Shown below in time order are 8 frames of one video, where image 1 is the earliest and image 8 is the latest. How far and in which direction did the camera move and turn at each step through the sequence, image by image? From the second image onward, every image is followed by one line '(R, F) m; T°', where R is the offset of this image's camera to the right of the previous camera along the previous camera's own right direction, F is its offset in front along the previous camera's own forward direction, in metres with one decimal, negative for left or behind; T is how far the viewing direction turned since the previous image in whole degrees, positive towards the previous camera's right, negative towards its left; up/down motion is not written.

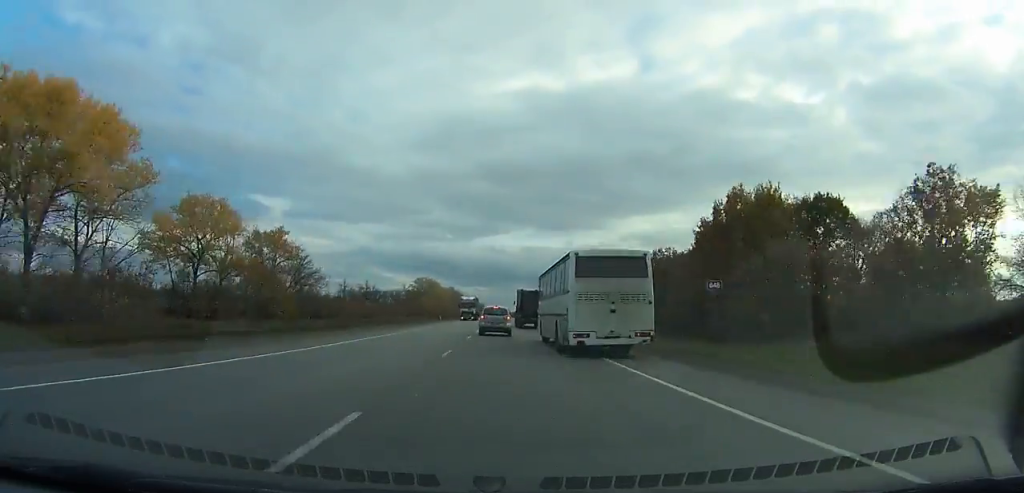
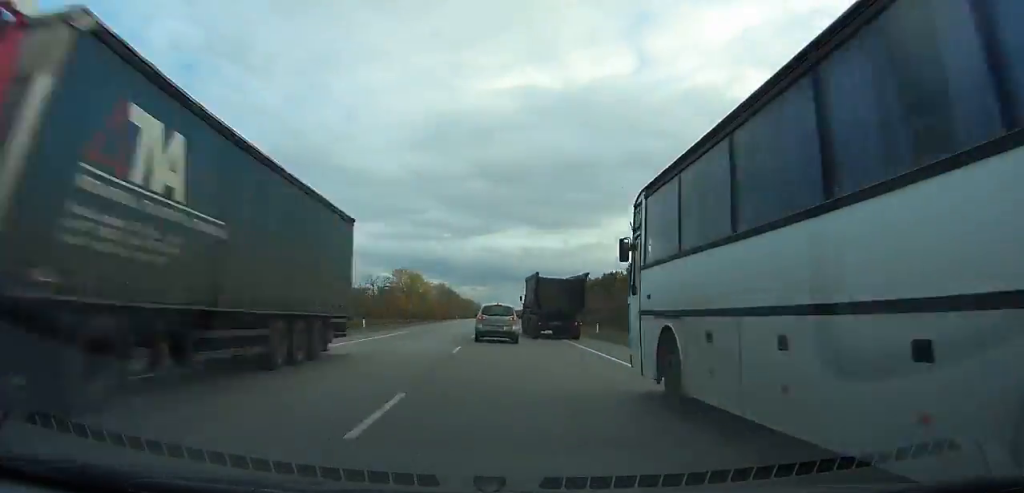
(0.0, +60.1) m; 0°
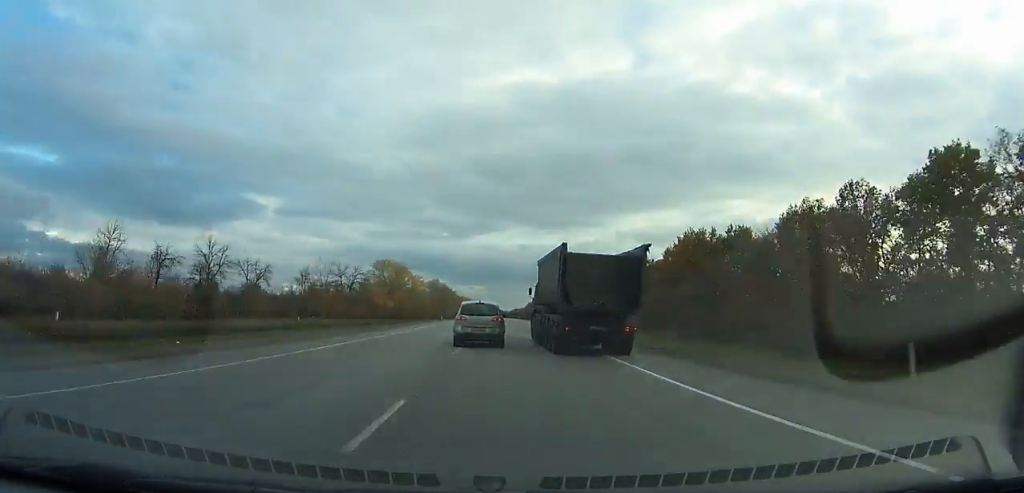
(0.0, +39.0) m; 0°
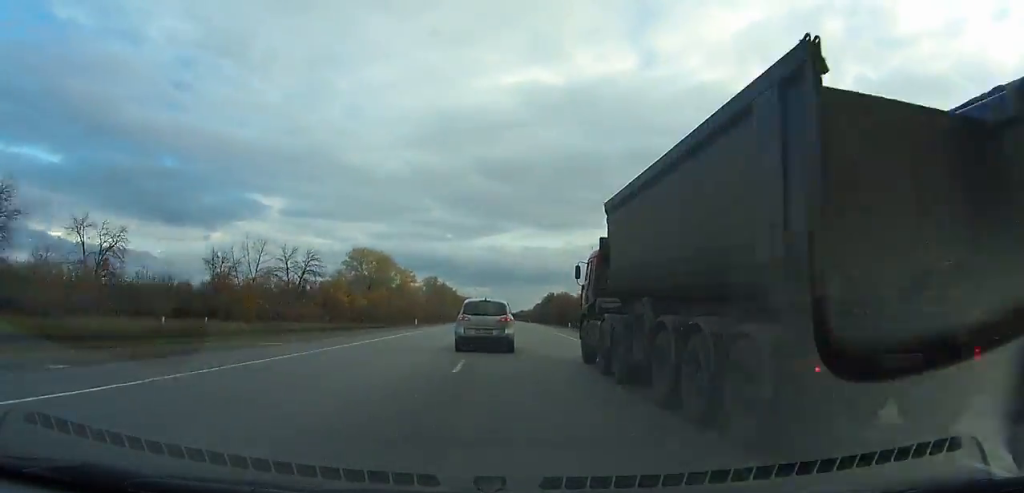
(0.0, +42.1) m; 0°
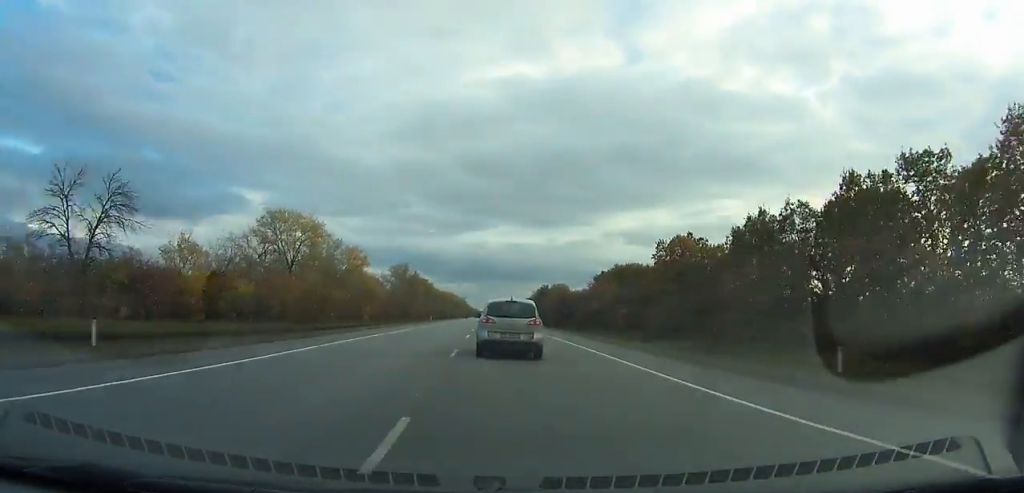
(+0.1, +57.1) m; 0°
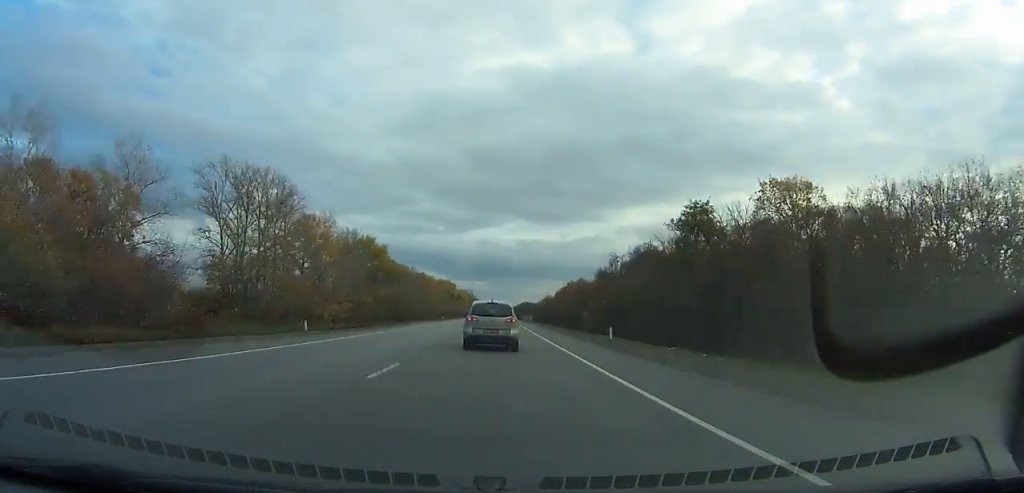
(-0.2, +186.8) m; 0°
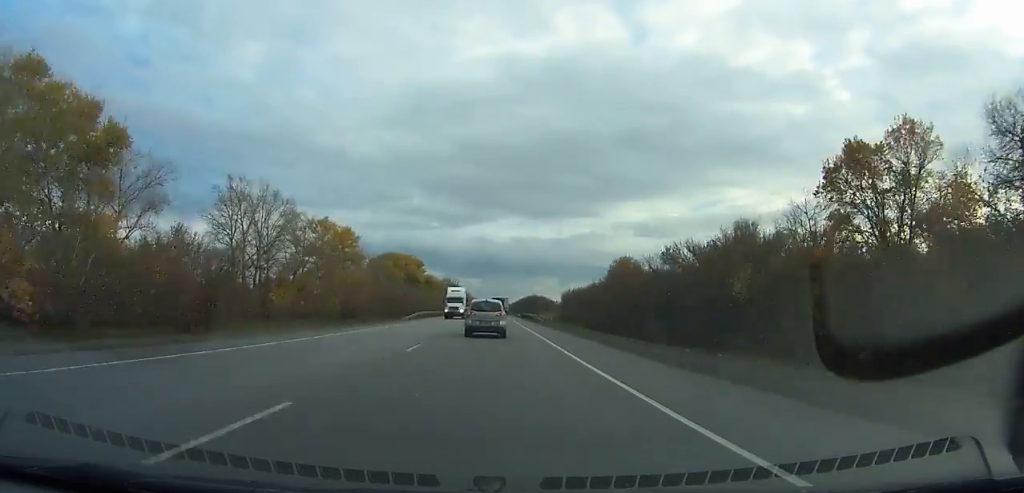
(+0.4, +174.9) m; +1°
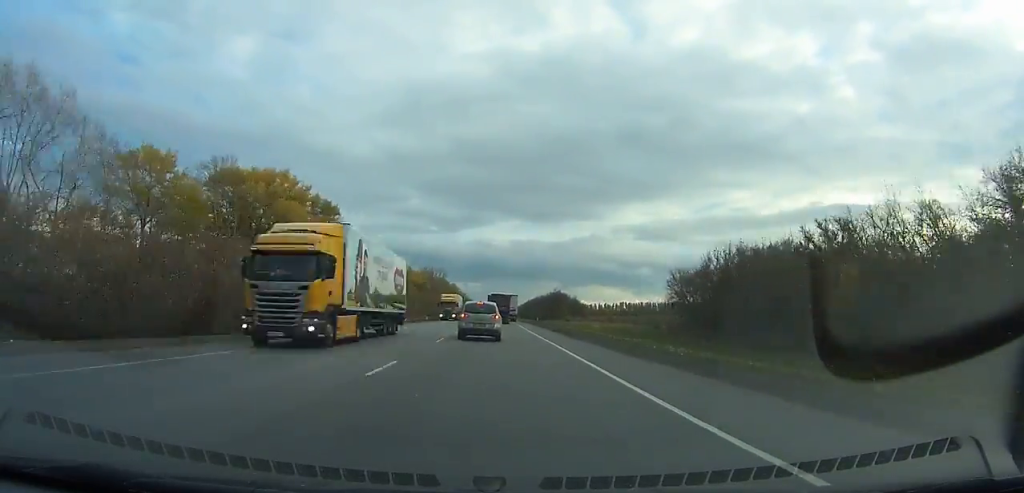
(+1.4, +150.7) m; -1°
